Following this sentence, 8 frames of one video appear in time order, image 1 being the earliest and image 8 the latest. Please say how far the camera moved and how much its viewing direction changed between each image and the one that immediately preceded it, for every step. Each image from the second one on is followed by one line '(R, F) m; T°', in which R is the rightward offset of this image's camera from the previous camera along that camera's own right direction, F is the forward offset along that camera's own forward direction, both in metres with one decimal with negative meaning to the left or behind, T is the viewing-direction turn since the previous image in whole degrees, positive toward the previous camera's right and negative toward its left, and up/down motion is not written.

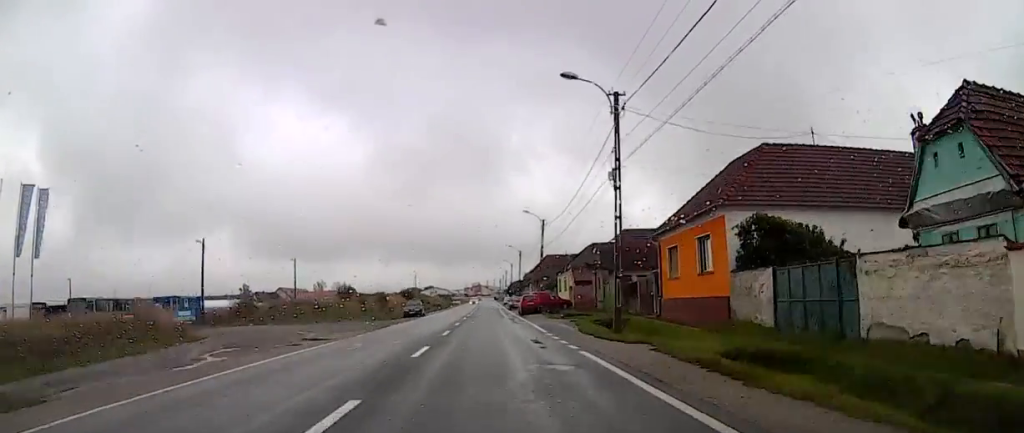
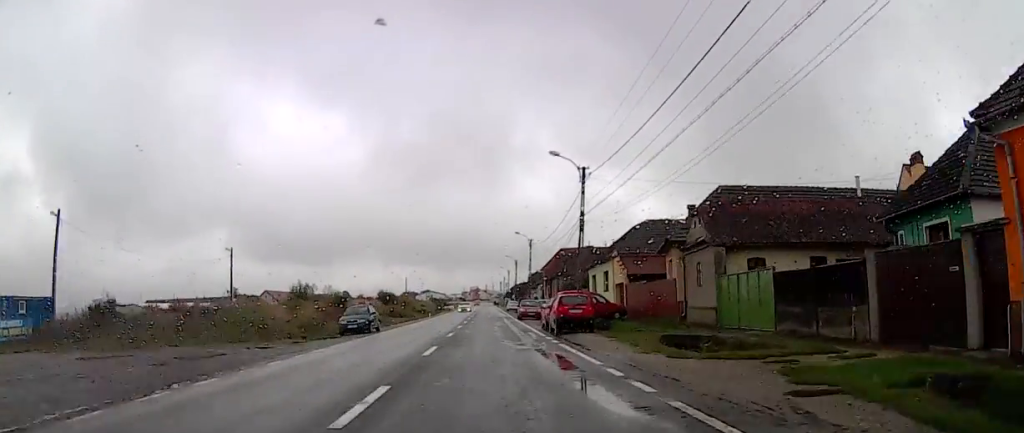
(-1.3, +24.3) m; 0°
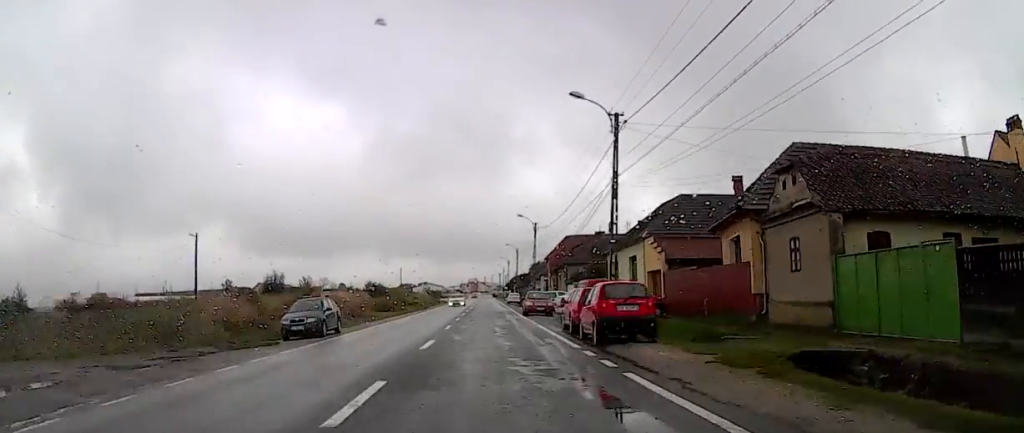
(+0.7, +9.6) m; +2°
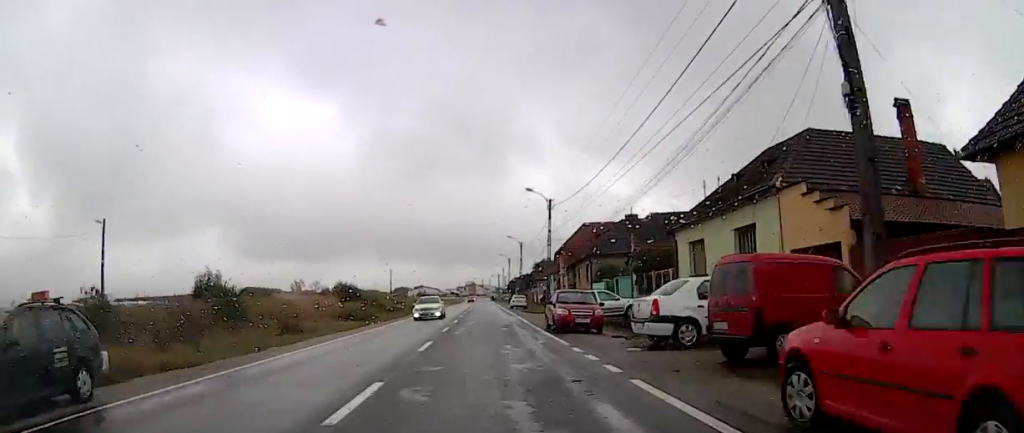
(+0.5, +17.0) m; 0°
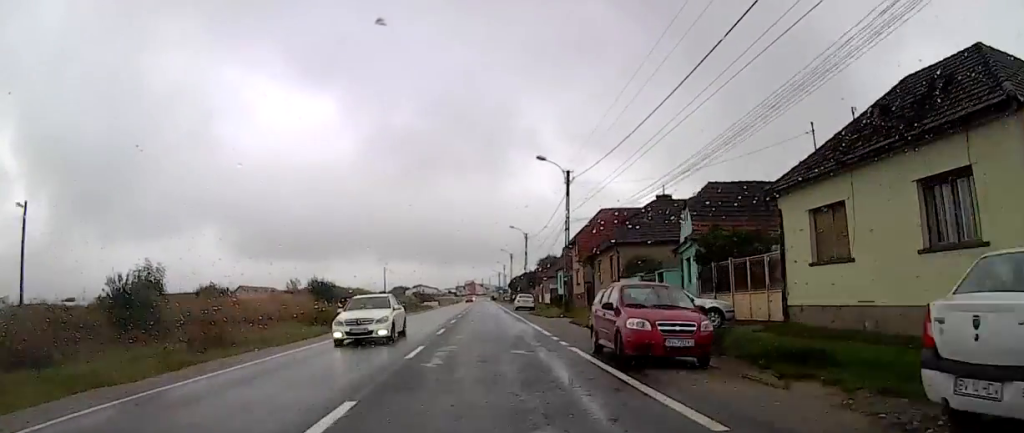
(+0.2, +10.5) m; -2°
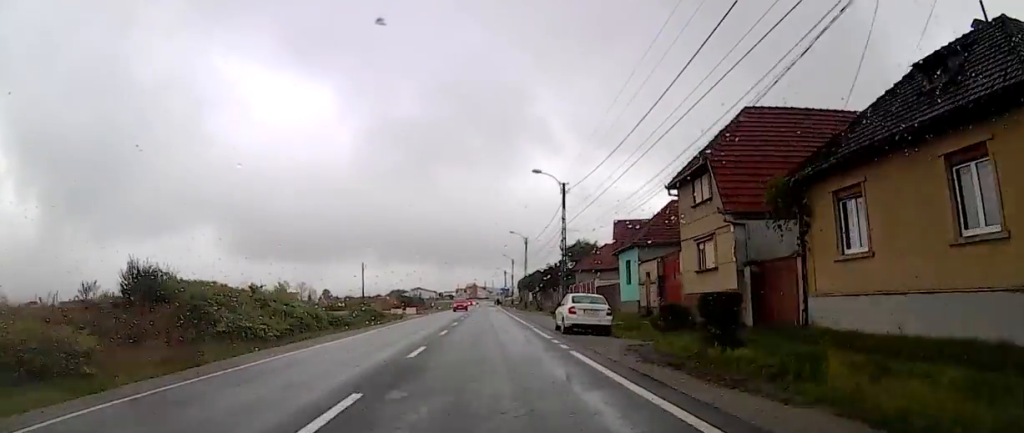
(+0.2, +34.2) m; 0°
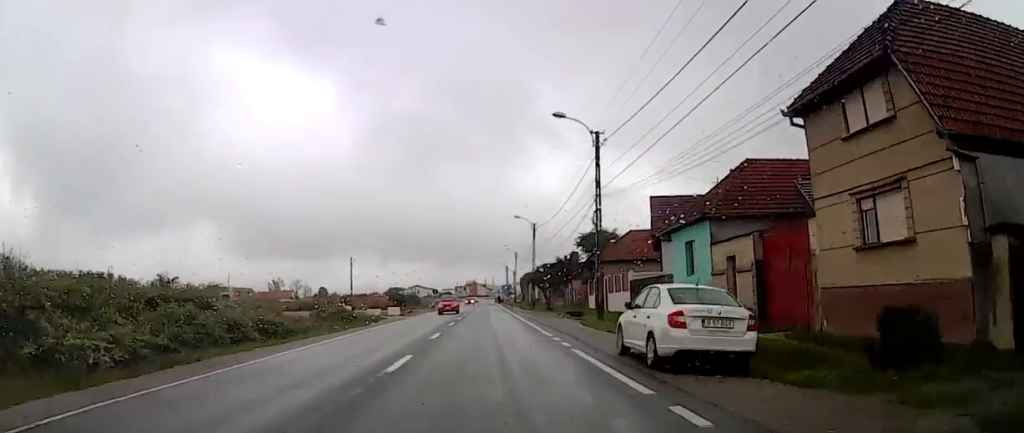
(-1.0, +12.6) m; 0°
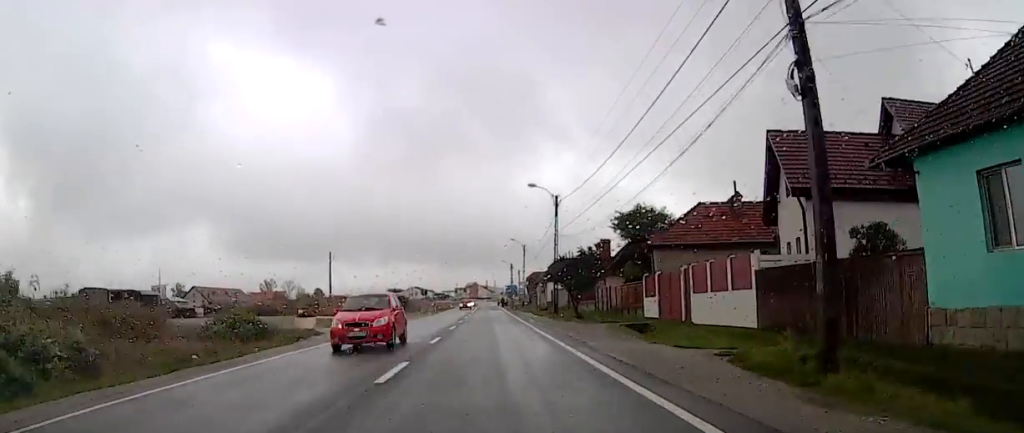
(+0.9, +18.5) m; +4°
